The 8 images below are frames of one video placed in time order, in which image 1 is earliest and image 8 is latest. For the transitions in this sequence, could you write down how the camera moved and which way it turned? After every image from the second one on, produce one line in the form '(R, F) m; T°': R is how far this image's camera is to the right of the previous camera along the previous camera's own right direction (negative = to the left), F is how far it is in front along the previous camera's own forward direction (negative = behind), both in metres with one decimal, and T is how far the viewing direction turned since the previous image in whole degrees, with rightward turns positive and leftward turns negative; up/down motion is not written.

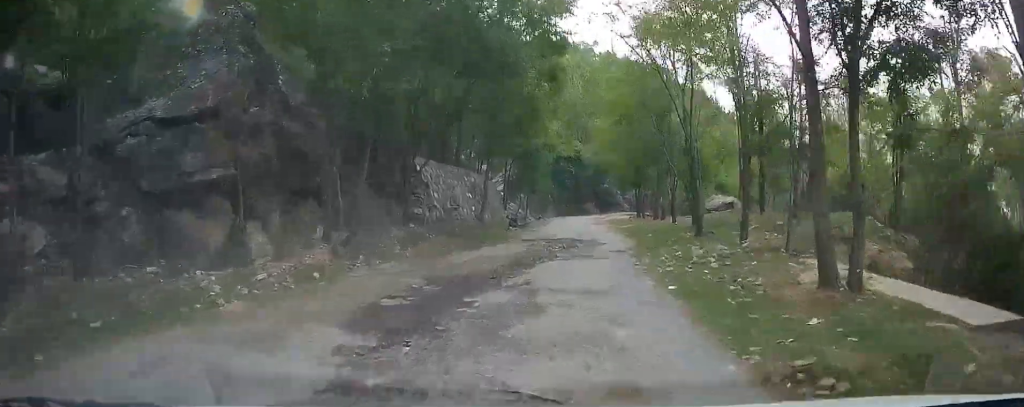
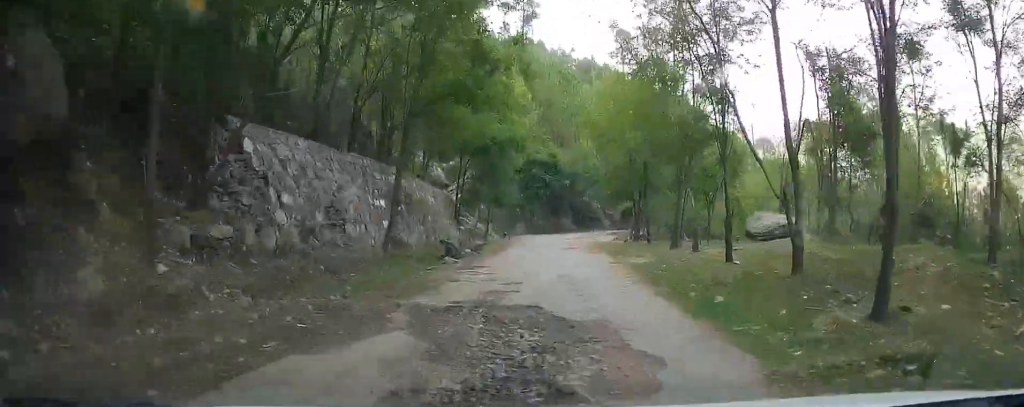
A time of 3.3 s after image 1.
(-0.3, +10.3) m; -1°
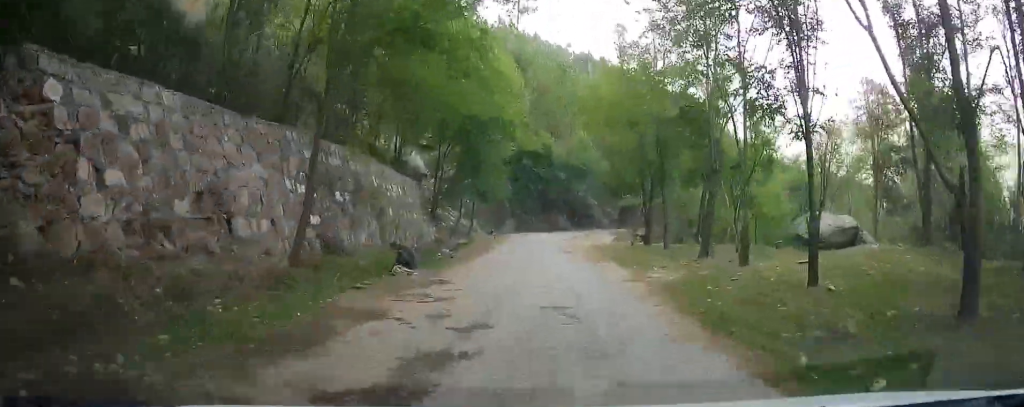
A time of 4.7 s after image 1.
(+0.2, +4.8) m; +1°
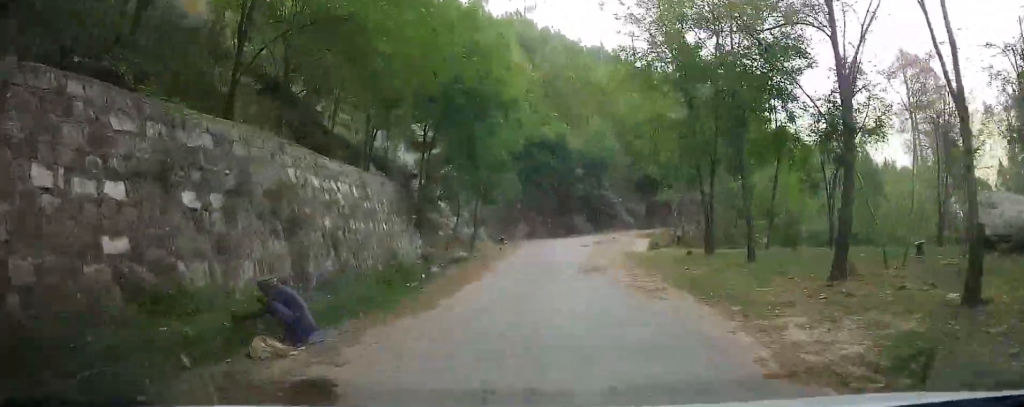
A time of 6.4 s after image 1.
(-0.1, +6.6) m; -2°
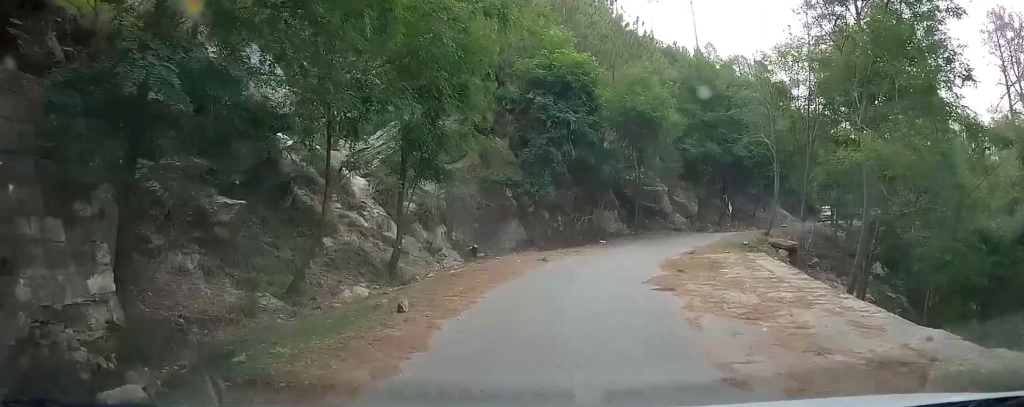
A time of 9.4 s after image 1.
(0.0, +13.4) m; +3°
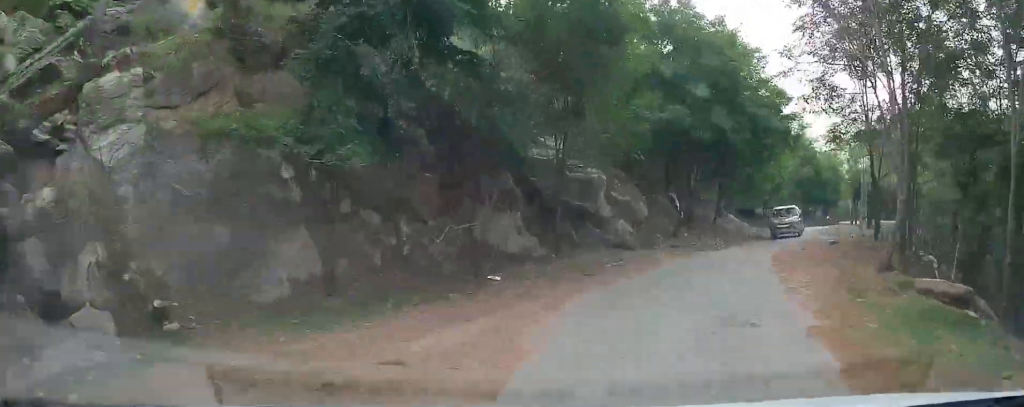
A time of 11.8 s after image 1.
(+0.5, +10.6) m; +6°
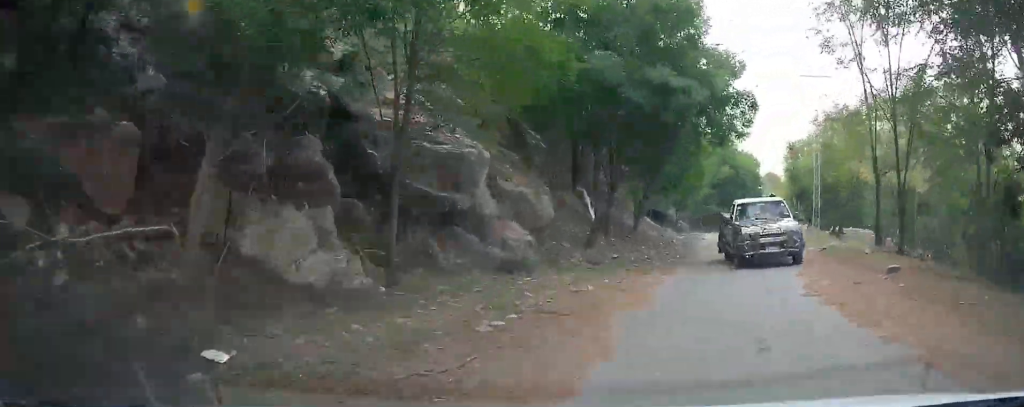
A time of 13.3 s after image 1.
(+0.2, +6.9) m; +7°
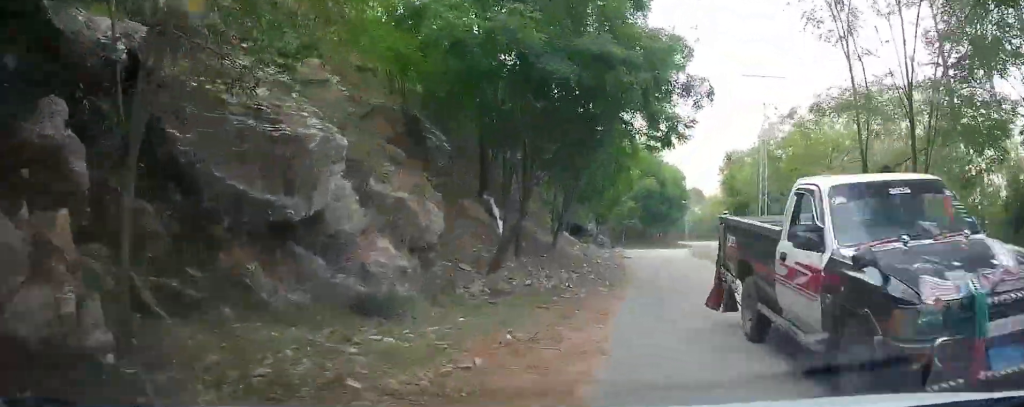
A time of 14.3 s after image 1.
(-0.1, +5.1) m; +7°
